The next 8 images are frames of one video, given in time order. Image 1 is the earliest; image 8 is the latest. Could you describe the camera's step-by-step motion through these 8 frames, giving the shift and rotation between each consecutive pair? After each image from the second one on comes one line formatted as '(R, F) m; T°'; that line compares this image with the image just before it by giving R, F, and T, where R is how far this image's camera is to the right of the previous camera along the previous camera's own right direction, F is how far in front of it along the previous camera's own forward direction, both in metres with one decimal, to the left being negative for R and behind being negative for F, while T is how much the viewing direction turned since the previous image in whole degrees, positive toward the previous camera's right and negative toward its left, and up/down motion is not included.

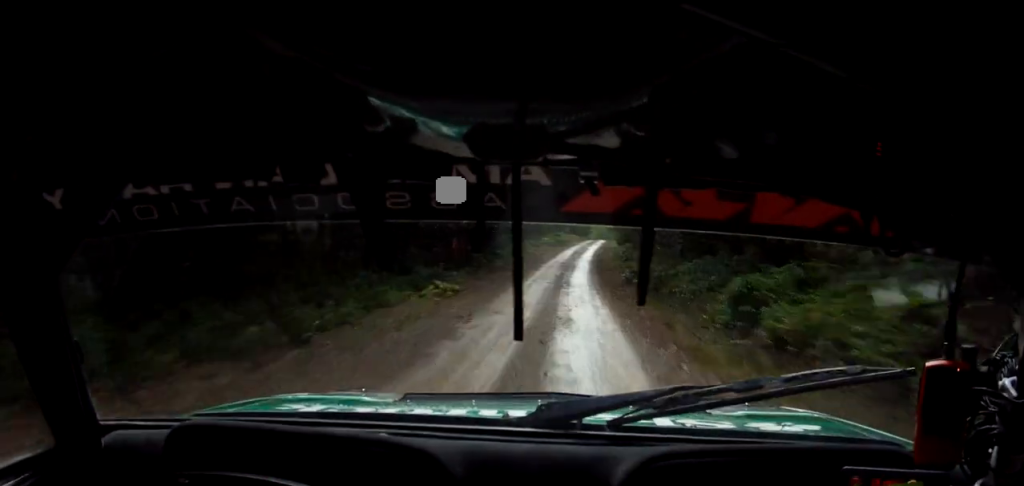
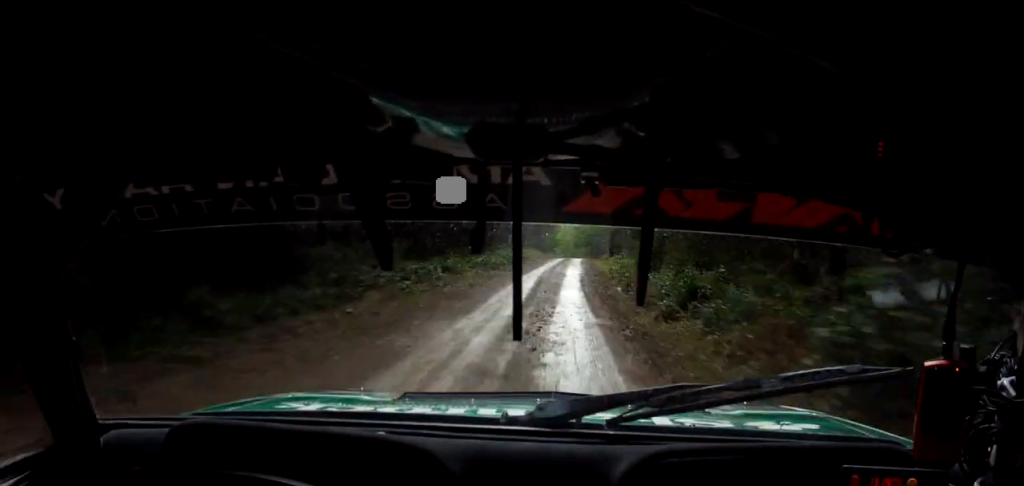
(0.0, +36.1) m; 0°
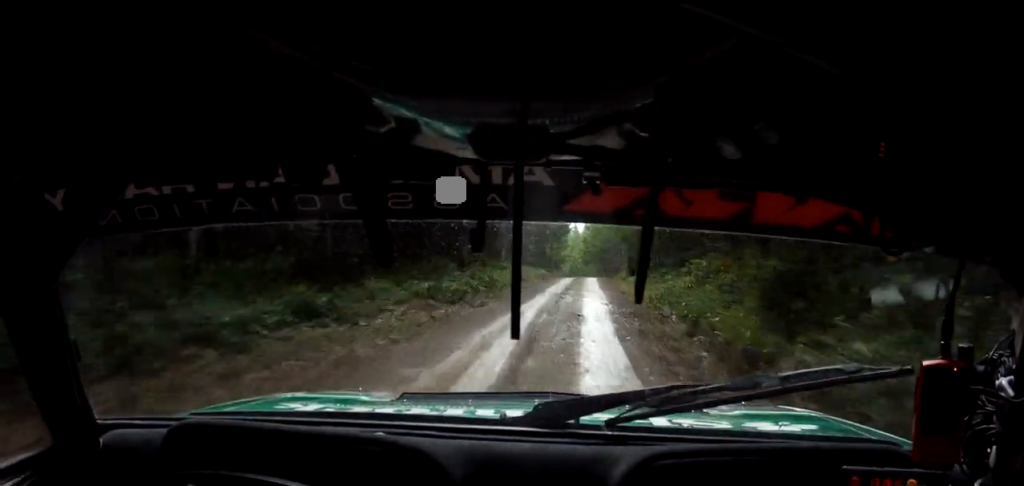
(0.0, +16.8) m; 0°
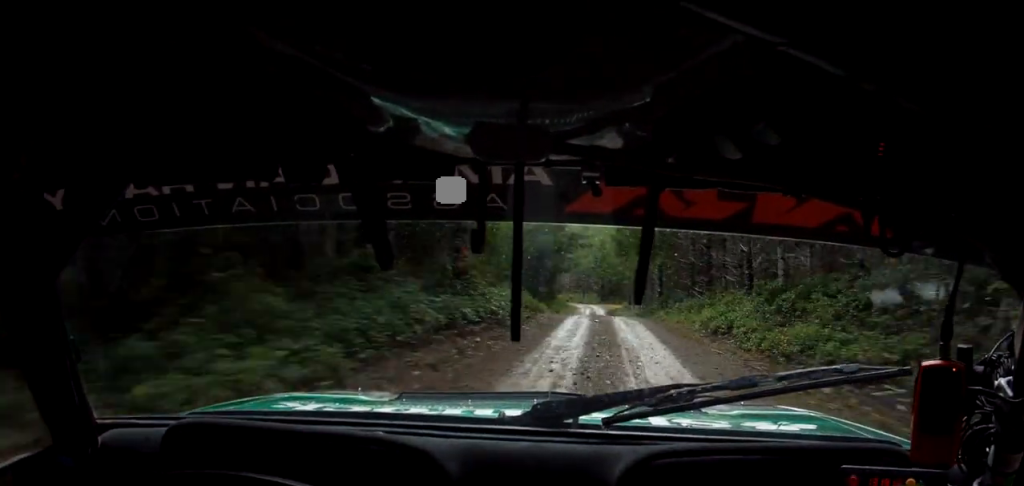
(0.0, +84.8) m; 0°
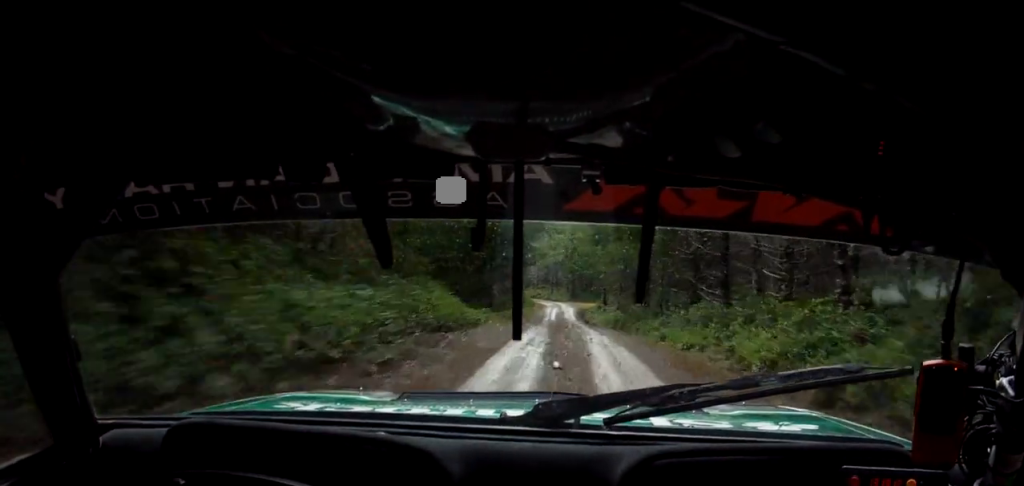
(0.0, +14.7) m; 0°
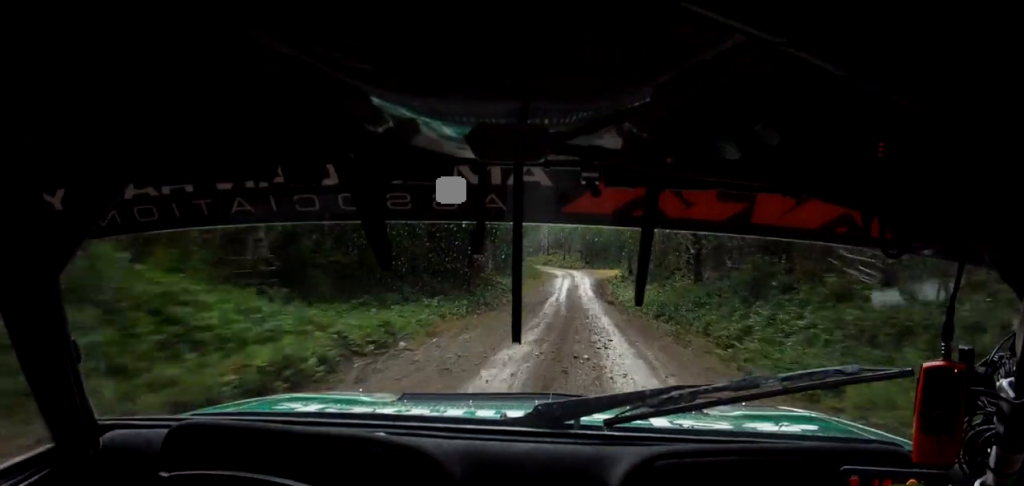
(-0.1, +16.5) m; +1°
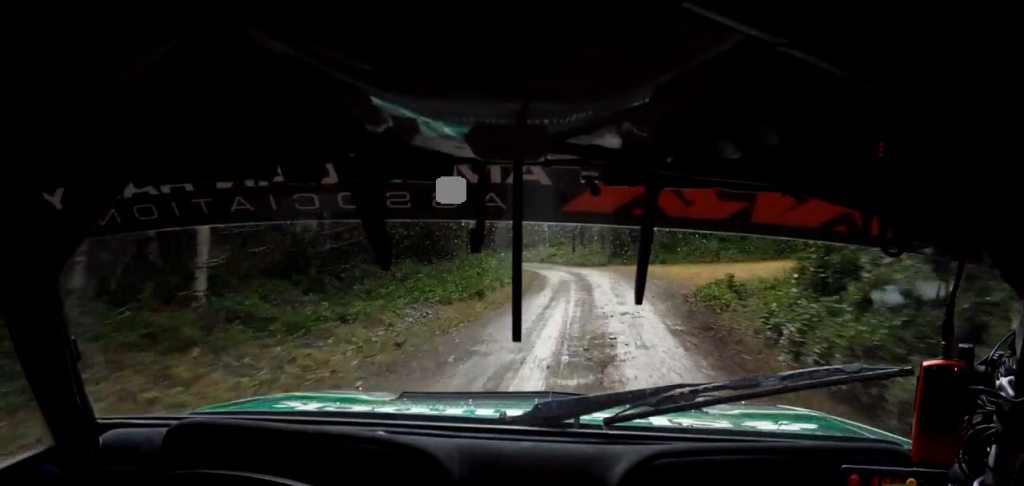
(+0.5, +44.7) m; 0°
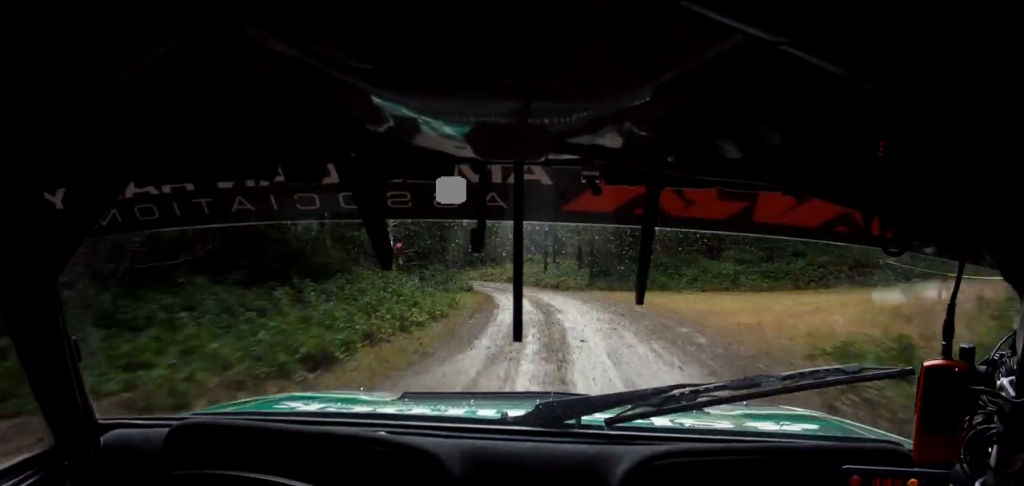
(-0.2, +11.9) m; 0°
